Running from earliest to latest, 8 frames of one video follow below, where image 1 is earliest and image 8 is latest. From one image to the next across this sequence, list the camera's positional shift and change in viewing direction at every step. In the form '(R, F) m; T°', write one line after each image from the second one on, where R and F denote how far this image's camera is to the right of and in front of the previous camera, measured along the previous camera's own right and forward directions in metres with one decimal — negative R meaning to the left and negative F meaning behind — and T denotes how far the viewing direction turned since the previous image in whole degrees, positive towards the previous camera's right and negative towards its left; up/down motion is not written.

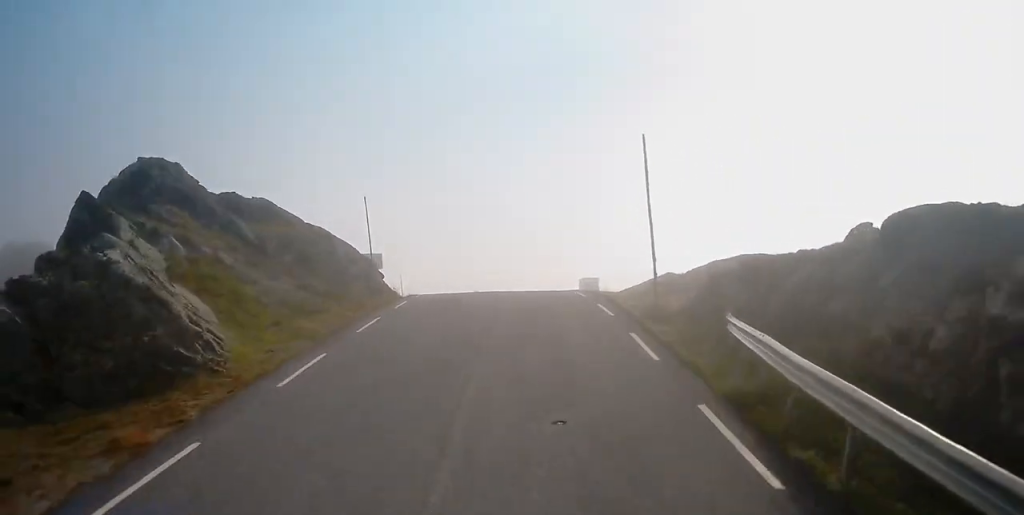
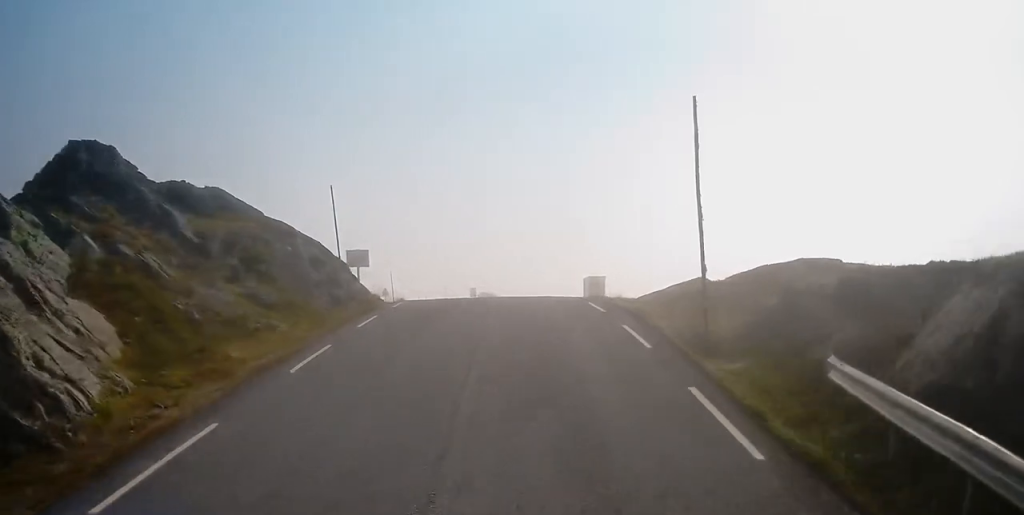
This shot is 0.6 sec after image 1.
(+0.2, +5.3) m; +2°
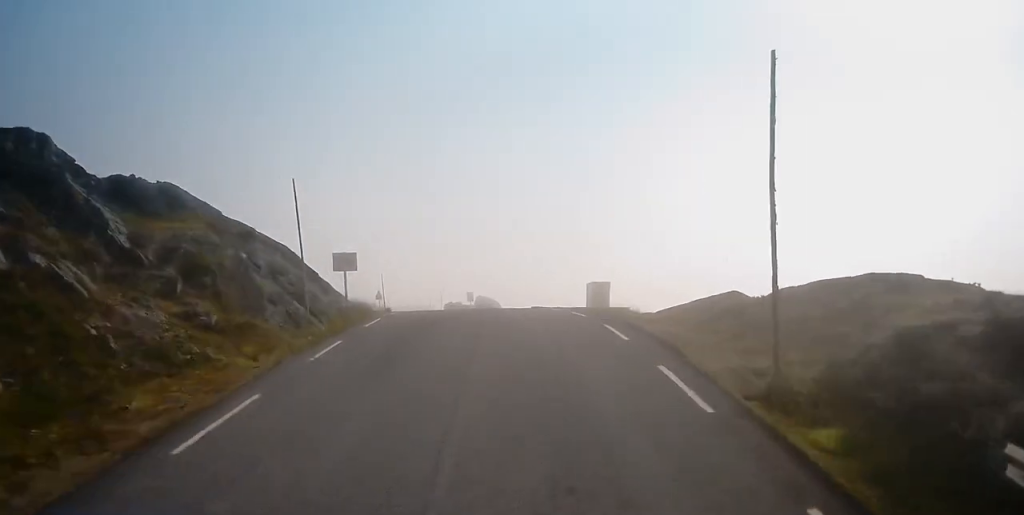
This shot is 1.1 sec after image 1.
(+0.1, +4.2) m; +2°
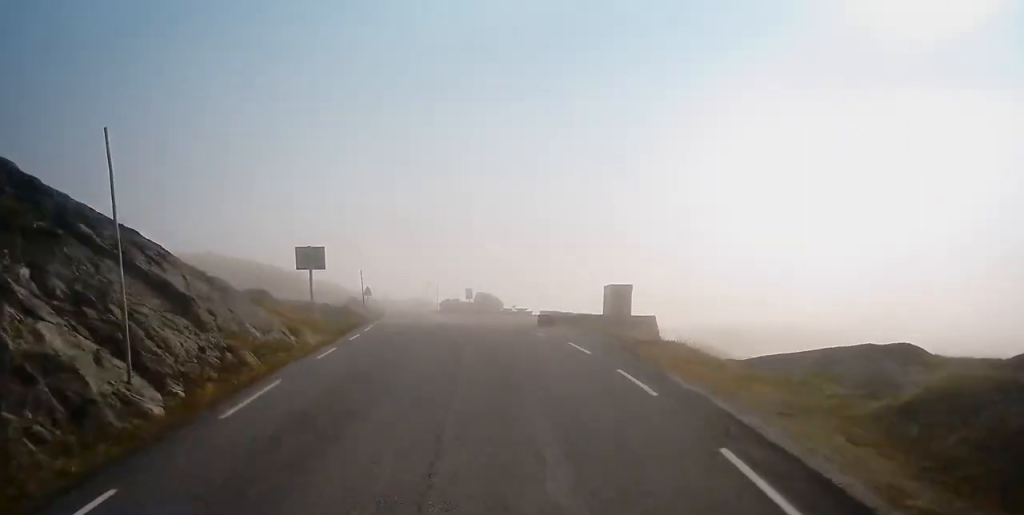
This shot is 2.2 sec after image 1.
(0.0, +10.0) m; -3°
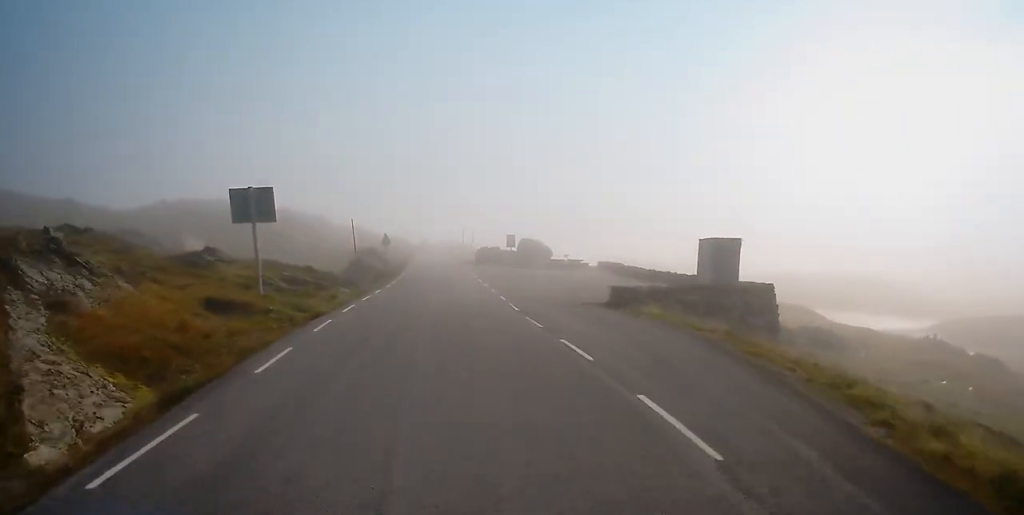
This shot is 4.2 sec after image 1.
(+0.1, +15.6) m; 0°
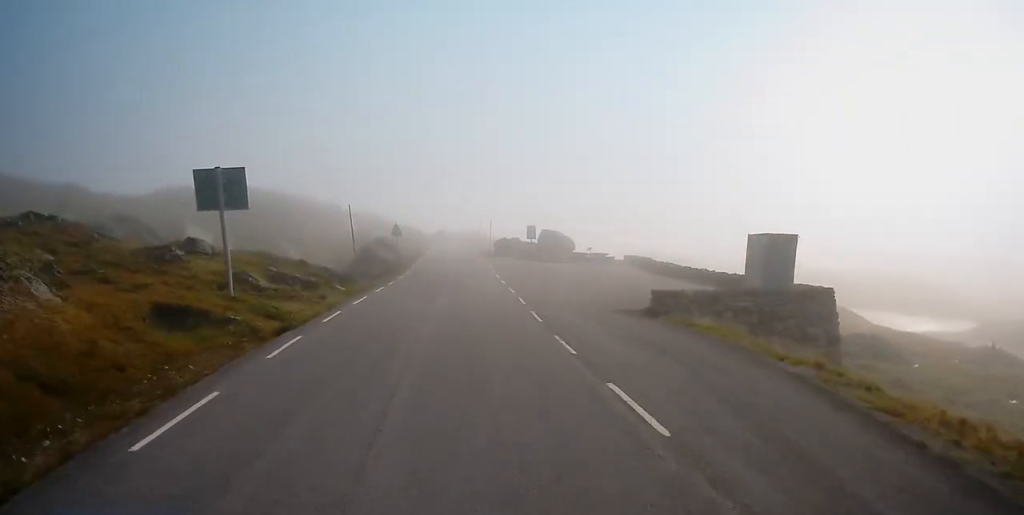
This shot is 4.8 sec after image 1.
(-0.3, +5.0) m; -3°
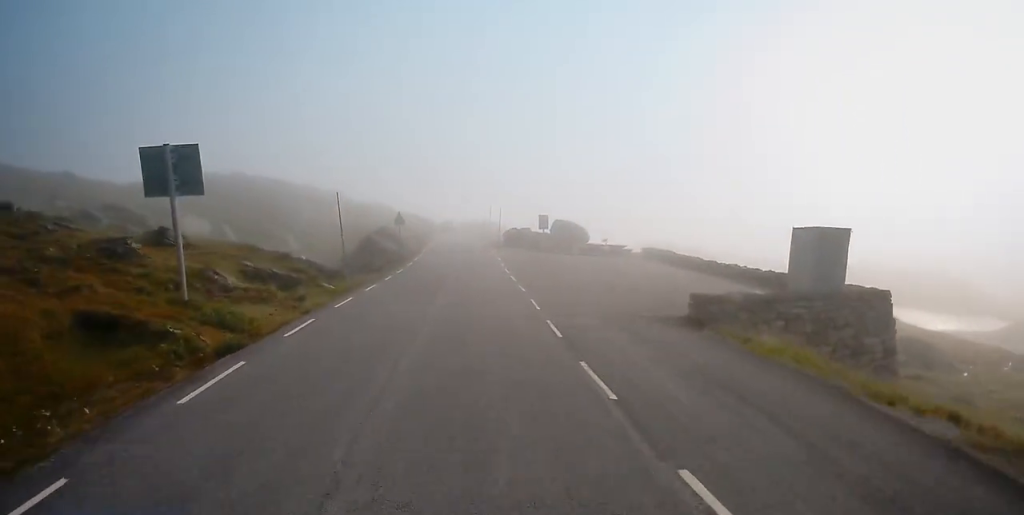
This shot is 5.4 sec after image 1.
(-0.1, +4.3) m; -1°
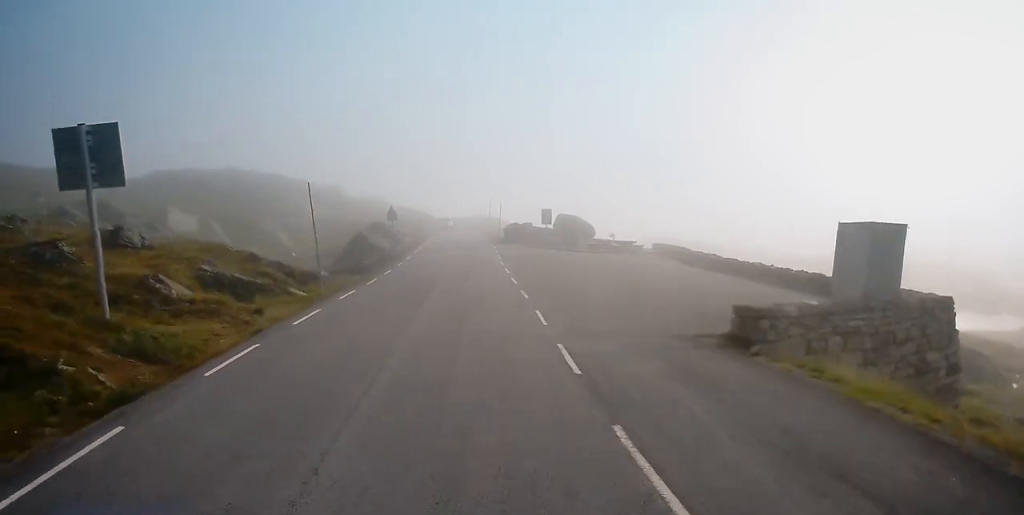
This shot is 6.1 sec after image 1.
(0.0, +4.3) m; 0°
